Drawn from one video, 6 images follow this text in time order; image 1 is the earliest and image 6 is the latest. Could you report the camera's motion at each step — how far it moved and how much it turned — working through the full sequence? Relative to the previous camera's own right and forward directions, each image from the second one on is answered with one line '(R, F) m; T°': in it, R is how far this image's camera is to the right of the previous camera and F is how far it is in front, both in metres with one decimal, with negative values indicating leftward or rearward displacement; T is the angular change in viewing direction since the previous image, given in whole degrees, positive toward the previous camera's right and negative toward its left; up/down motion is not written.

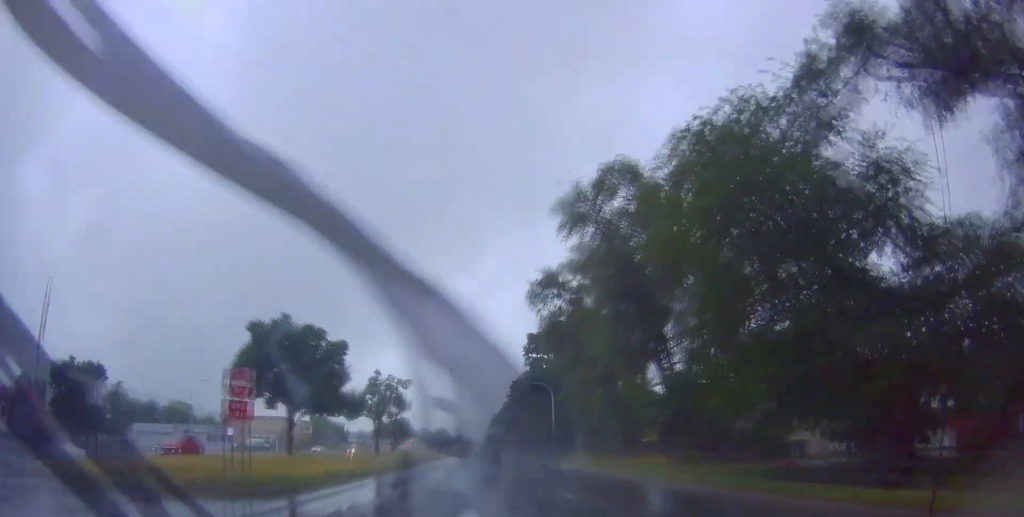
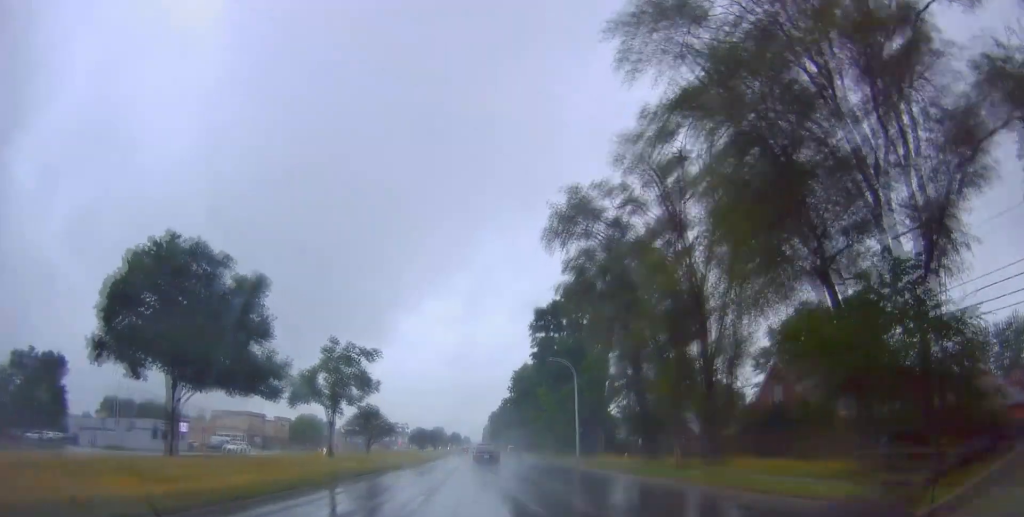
(0.0, +18.0) m; 0°
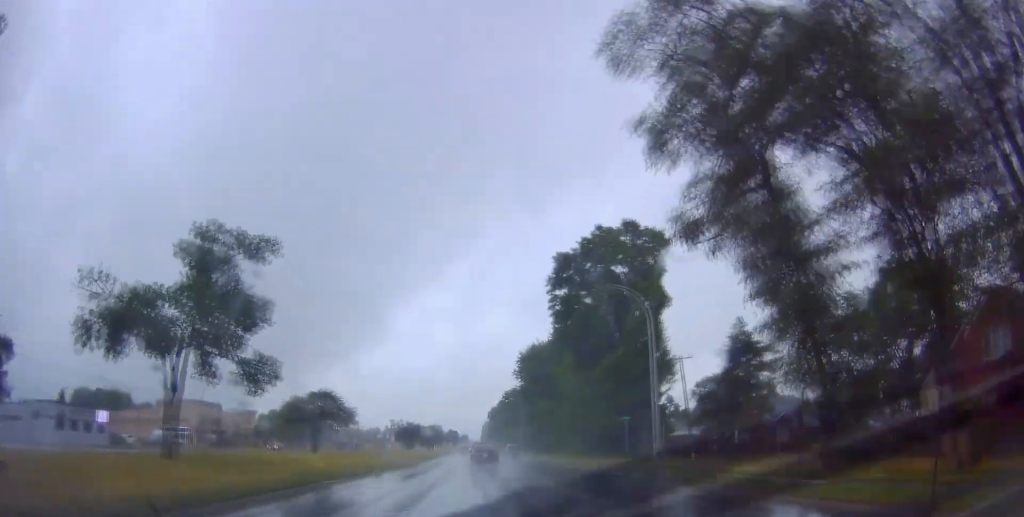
(+0.1, +23.2) m; 0°
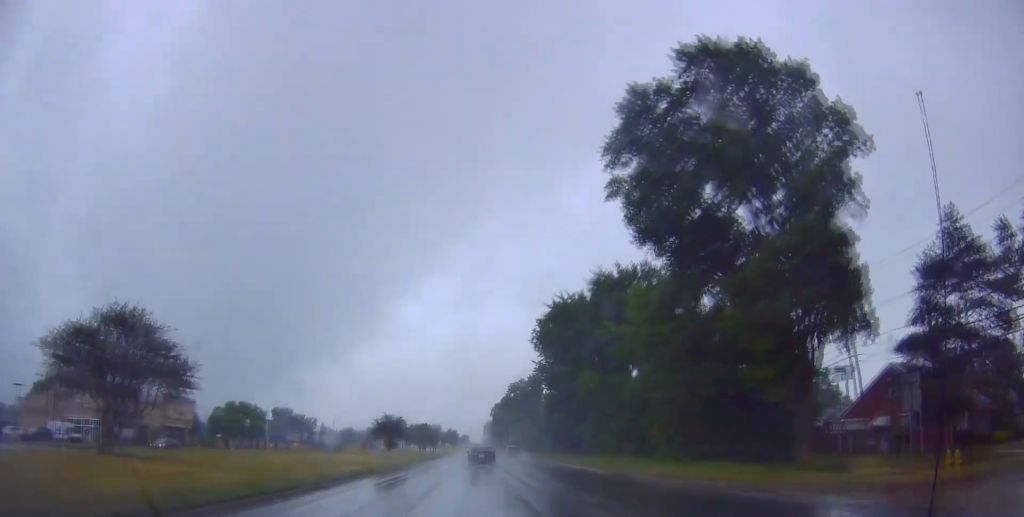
(+0.7, +30.1) m; +3°
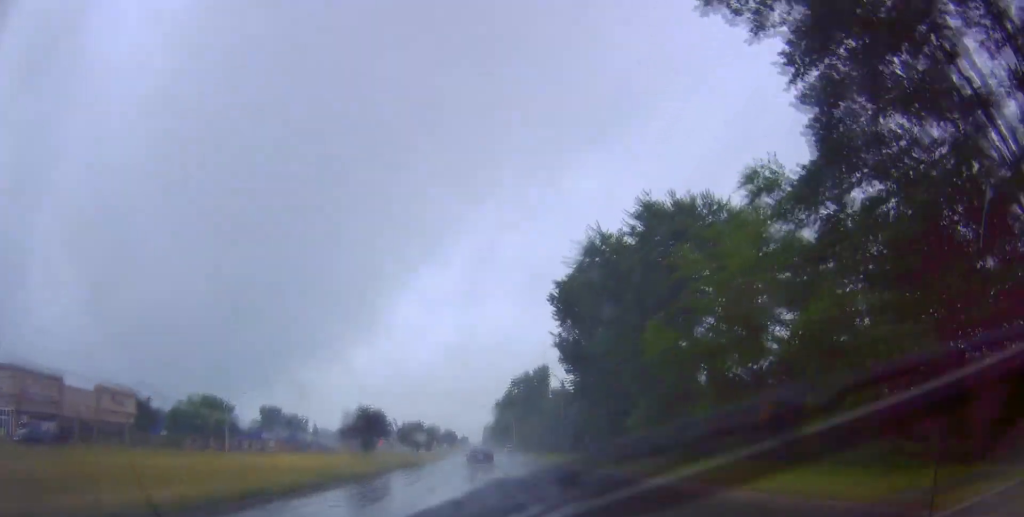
(+0.1, +19.2) m; 0°
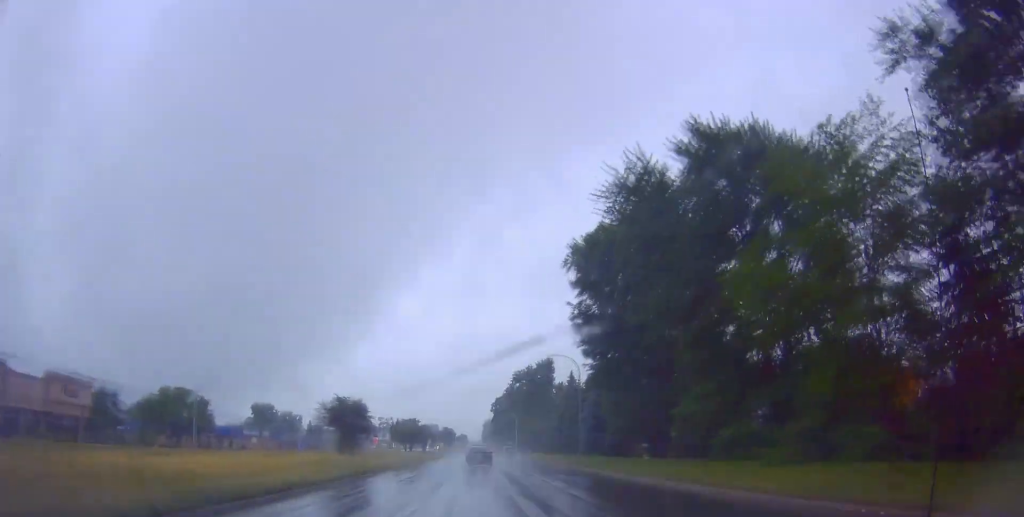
(0.0, +11.1) m; 0°
